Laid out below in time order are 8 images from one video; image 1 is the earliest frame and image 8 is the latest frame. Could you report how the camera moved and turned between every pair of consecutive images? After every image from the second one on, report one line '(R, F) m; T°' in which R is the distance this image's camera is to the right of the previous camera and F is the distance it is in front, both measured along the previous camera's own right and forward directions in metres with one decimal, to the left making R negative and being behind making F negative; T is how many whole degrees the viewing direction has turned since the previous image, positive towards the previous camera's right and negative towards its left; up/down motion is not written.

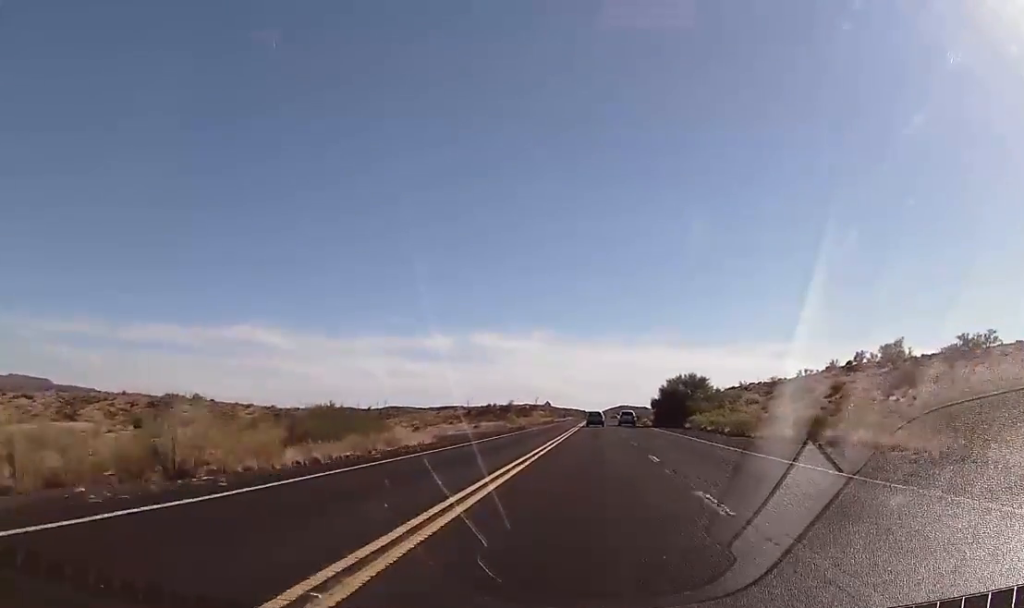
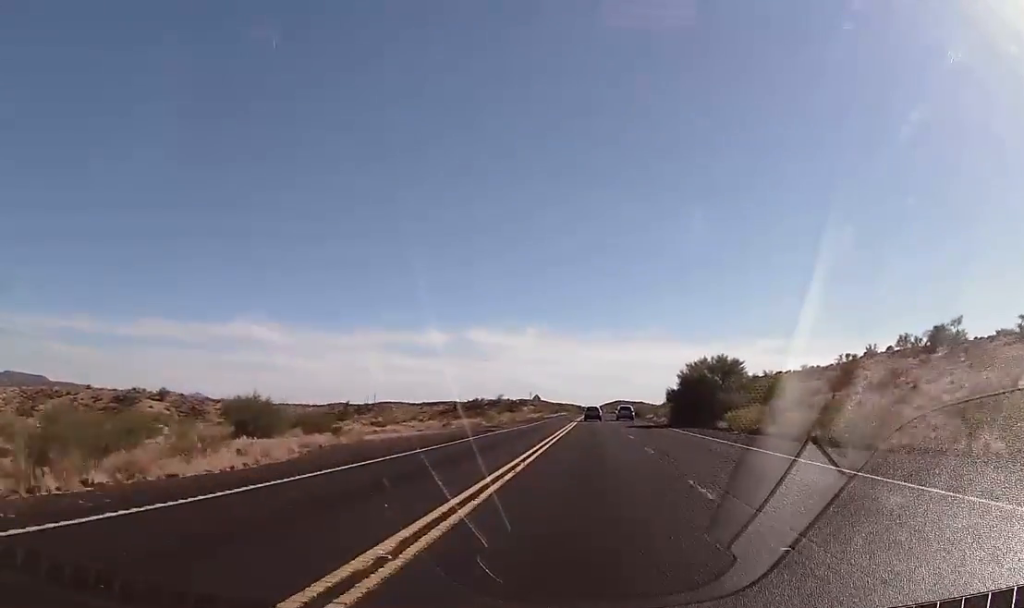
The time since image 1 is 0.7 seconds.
(0.0, +21.8) m; 0°
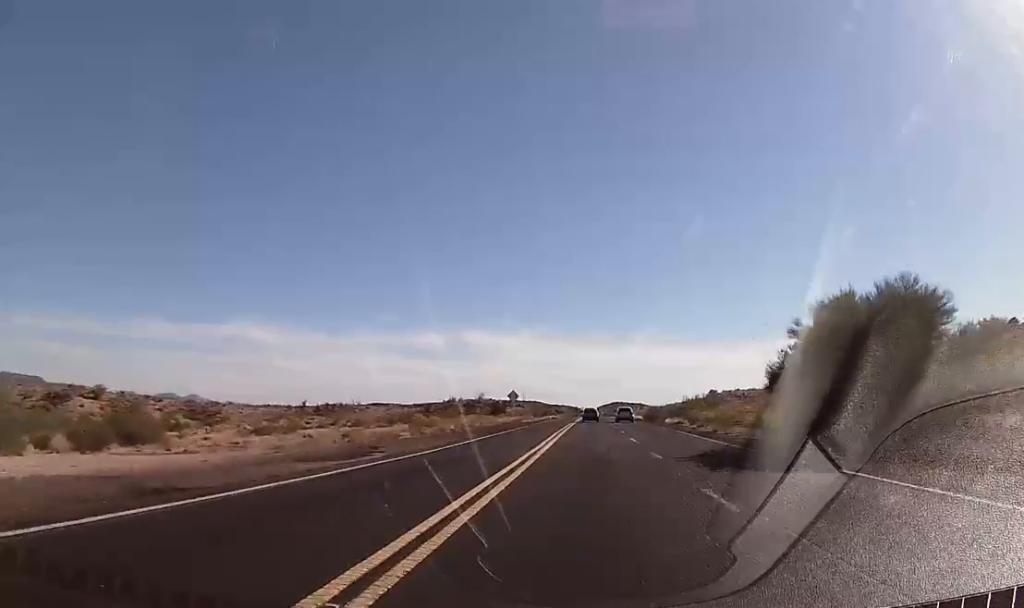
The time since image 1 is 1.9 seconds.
(+0.4, +38.5) m; 0°
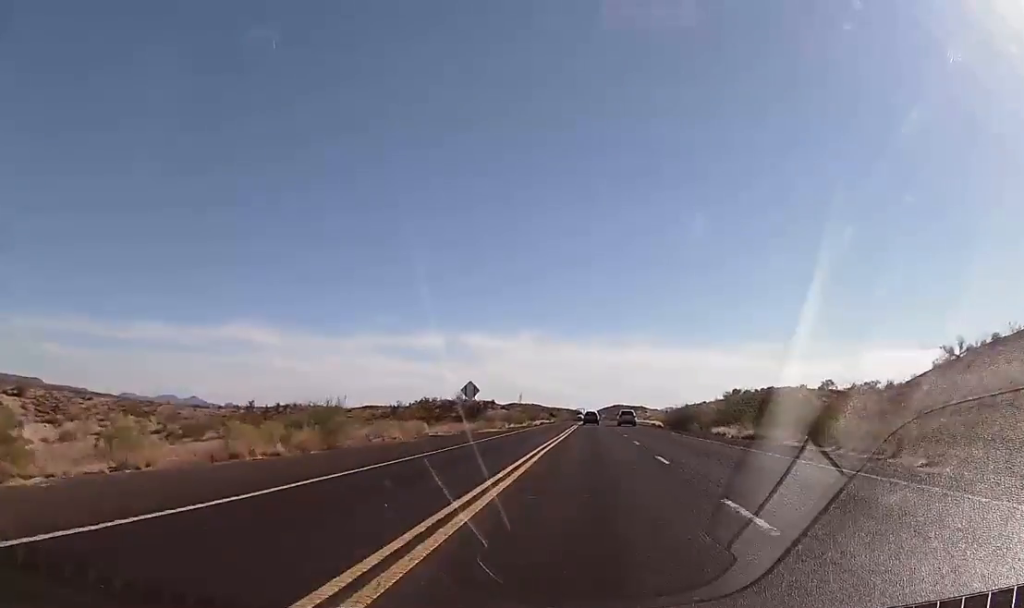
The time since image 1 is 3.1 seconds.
(-0.8, +37.5) m; 0°
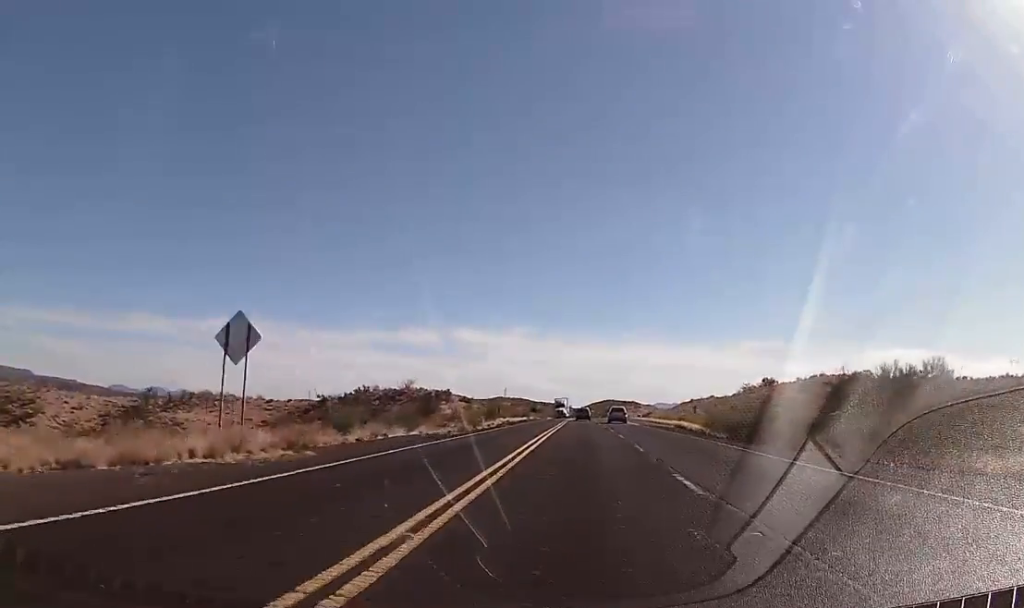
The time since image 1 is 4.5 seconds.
(+1.2, +43.8) m; +2°
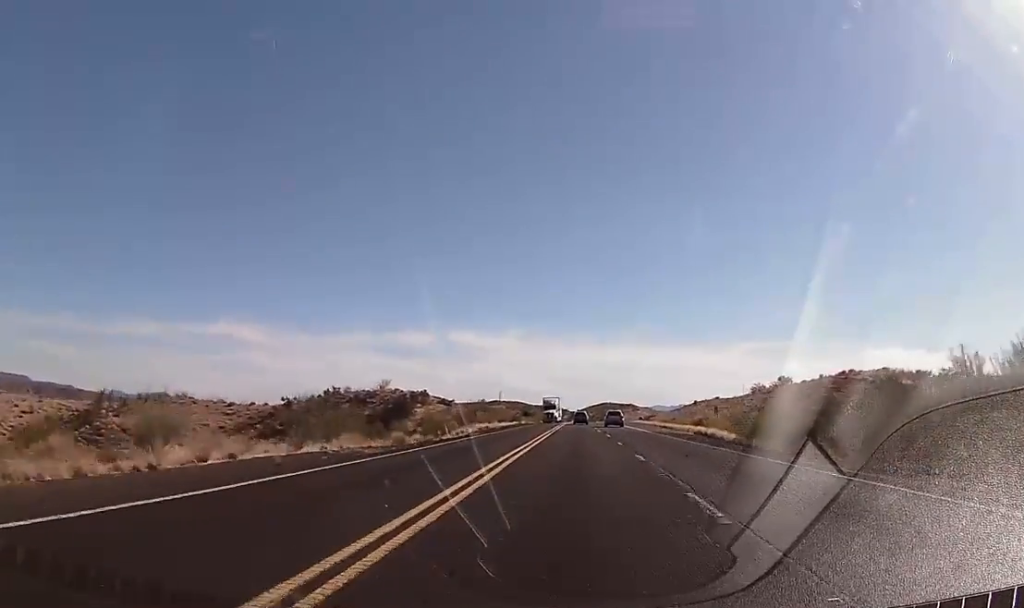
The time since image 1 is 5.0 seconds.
(-0.2, +15.7) m; +1°
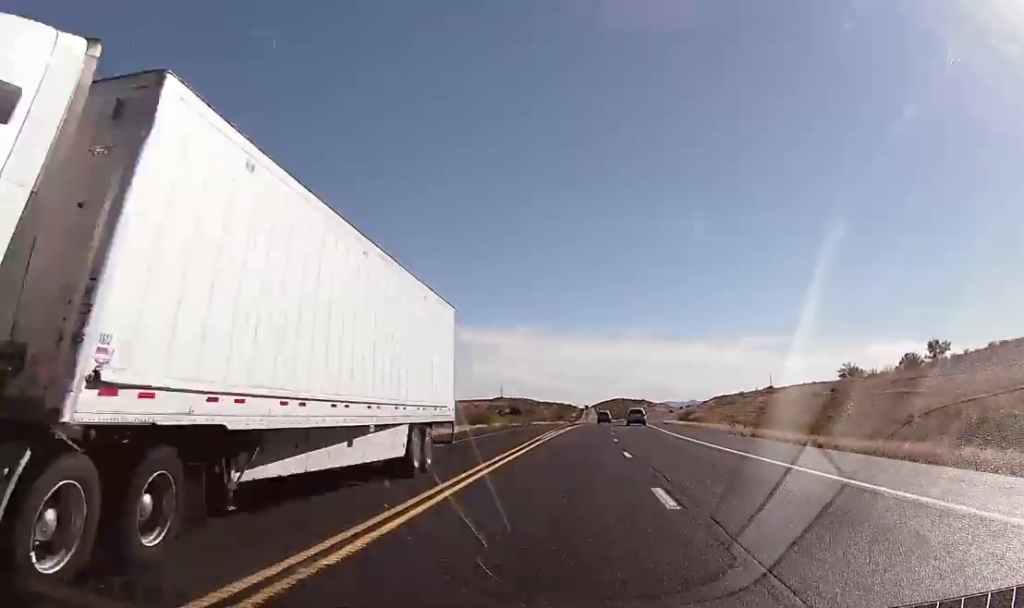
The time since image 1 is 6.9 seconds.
(-1.8, +59.4) m; -4°
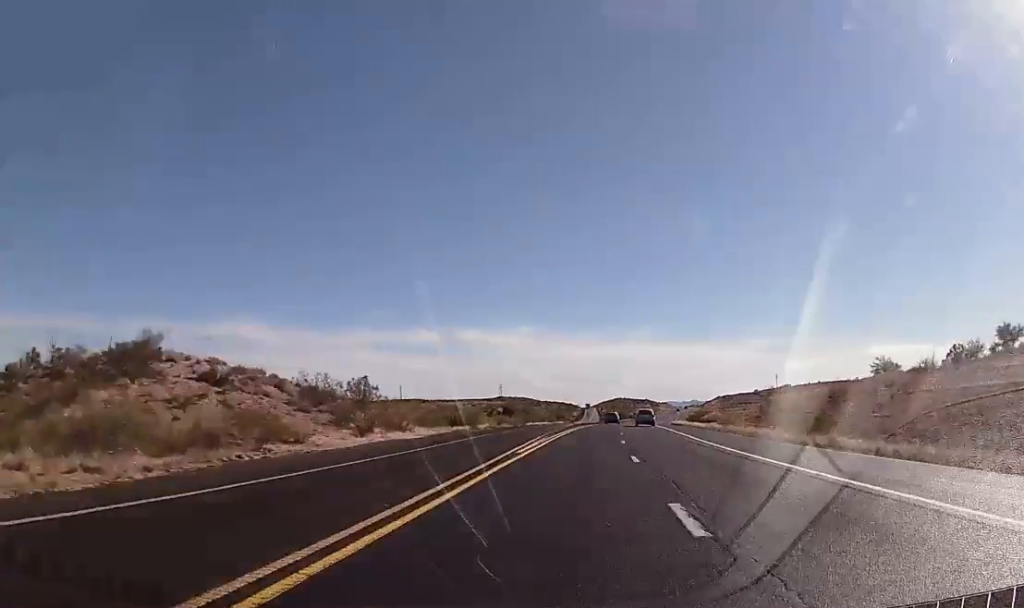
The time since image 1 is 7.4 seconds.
(-0.2, +14.6) m; 0°
